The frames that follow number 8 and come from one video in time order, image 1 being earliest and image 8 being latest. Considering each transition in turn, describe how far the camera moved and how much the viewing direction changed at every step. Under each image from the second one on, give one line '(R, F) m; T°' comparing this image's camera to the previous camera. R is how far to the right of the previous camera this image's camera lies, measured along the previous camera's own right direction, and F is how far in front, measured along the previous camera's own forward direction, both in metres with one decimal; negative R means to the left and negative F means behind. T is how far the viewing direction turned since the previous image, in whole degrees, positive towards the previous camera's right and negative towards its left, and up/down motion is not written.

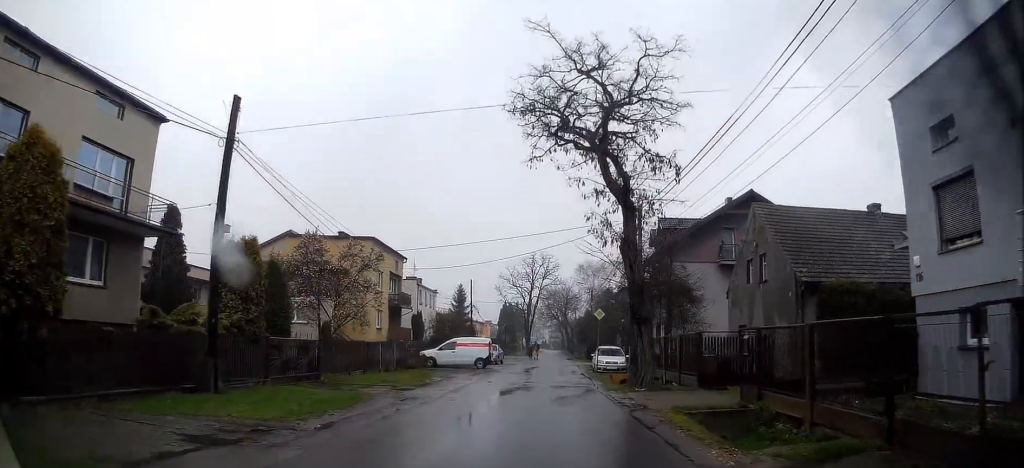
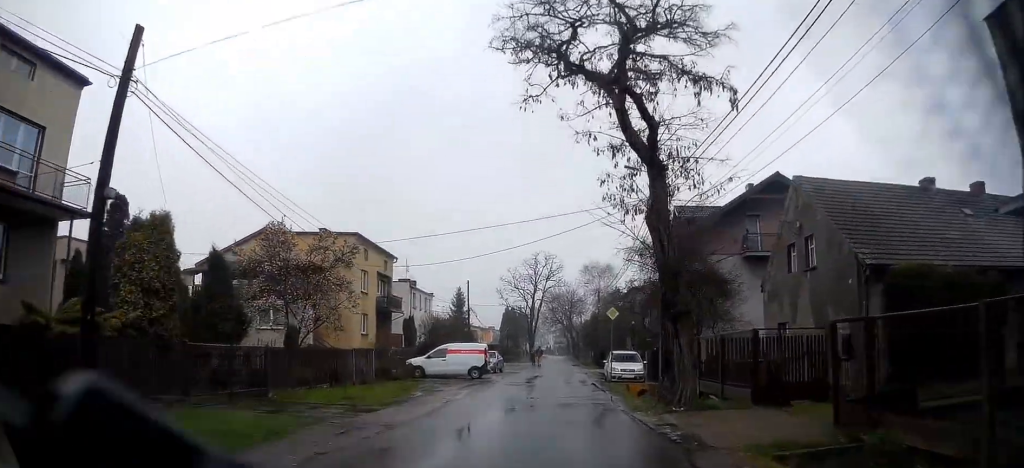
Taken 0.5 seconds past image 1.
(0.0, +4.5) m; -1°
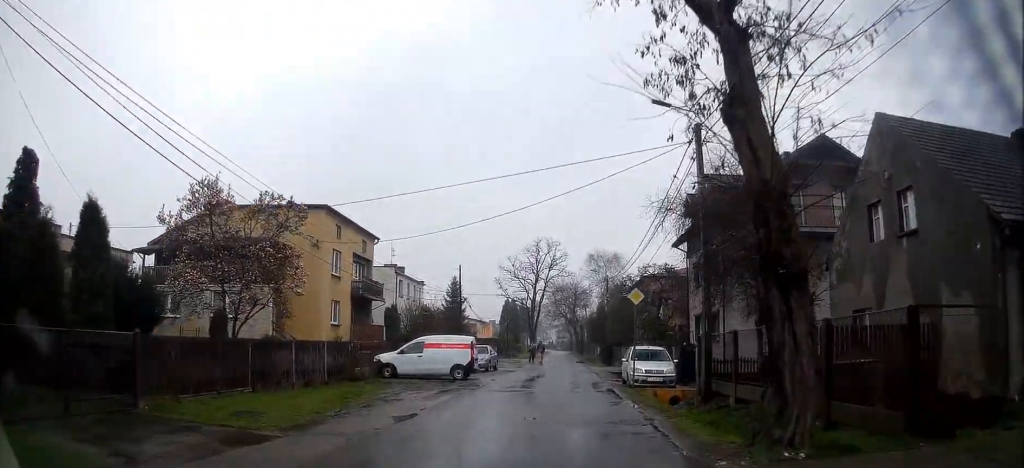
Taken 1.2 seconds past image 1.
(-0.1, +6.0) m; 0°
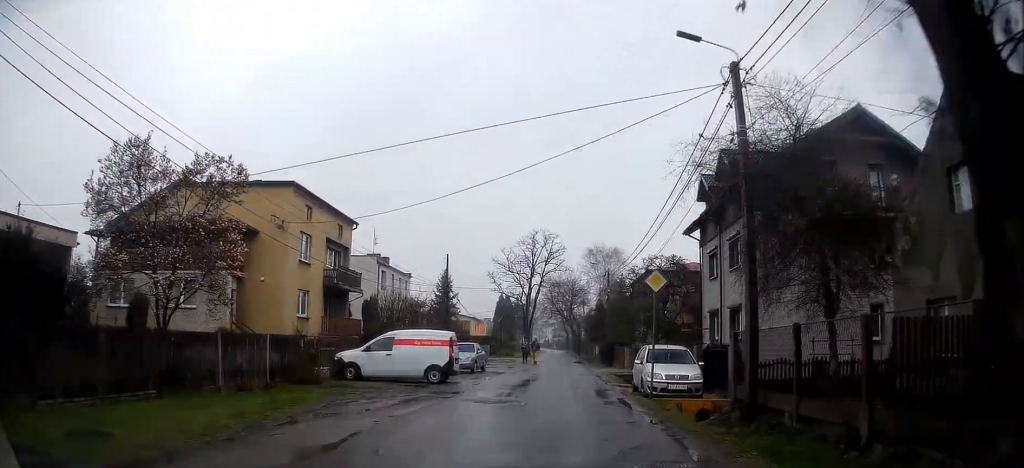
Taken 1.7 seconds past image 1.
(0.0, +4.2) m; +1°
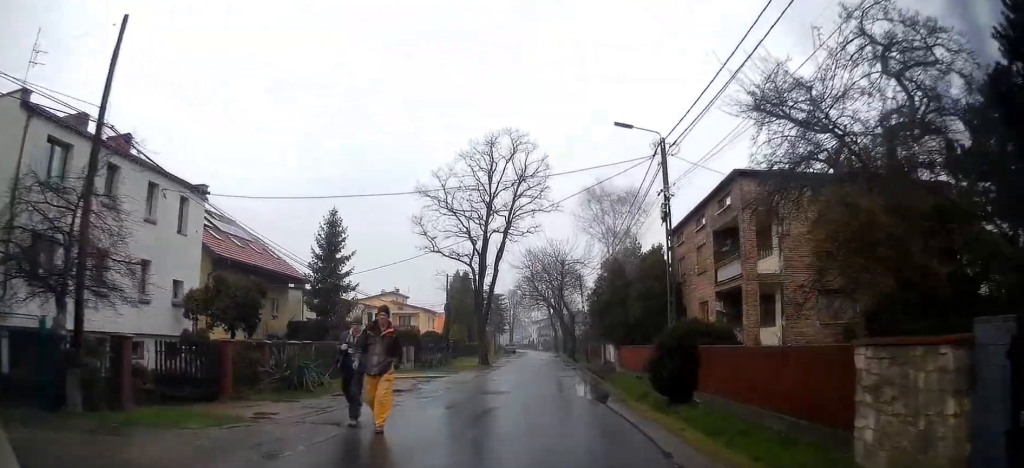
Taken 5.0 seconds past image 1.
(+0.5, +31.7) m; +1°
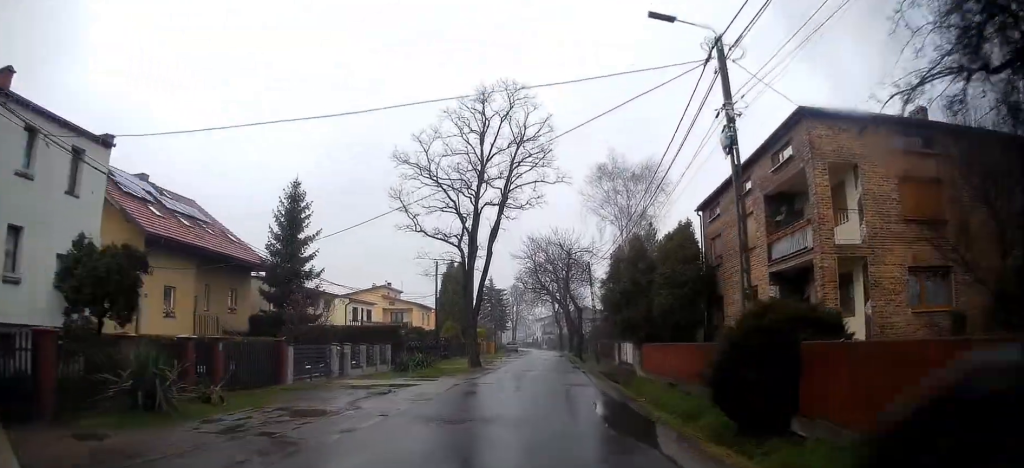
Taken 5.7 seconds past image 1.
(0.0, +6.8) m; 0°
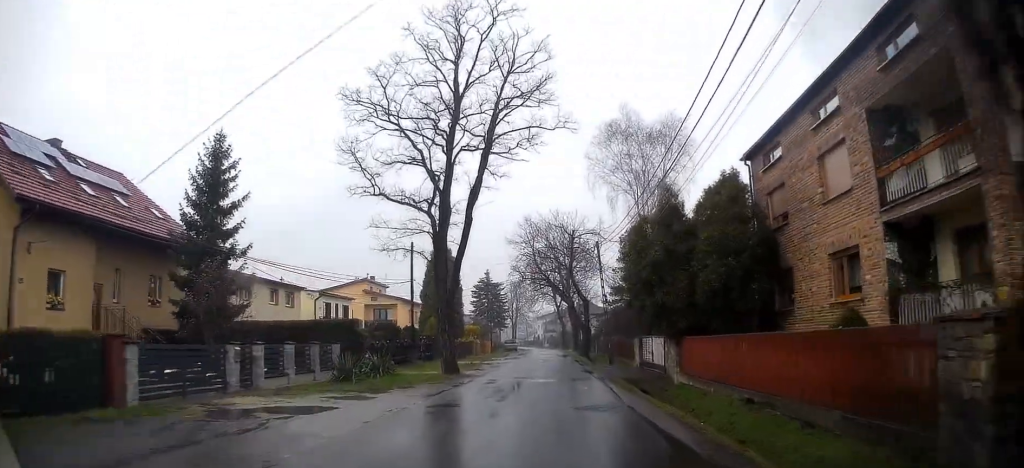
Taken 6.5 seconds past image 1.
(0.0, +8.2) m; -1°
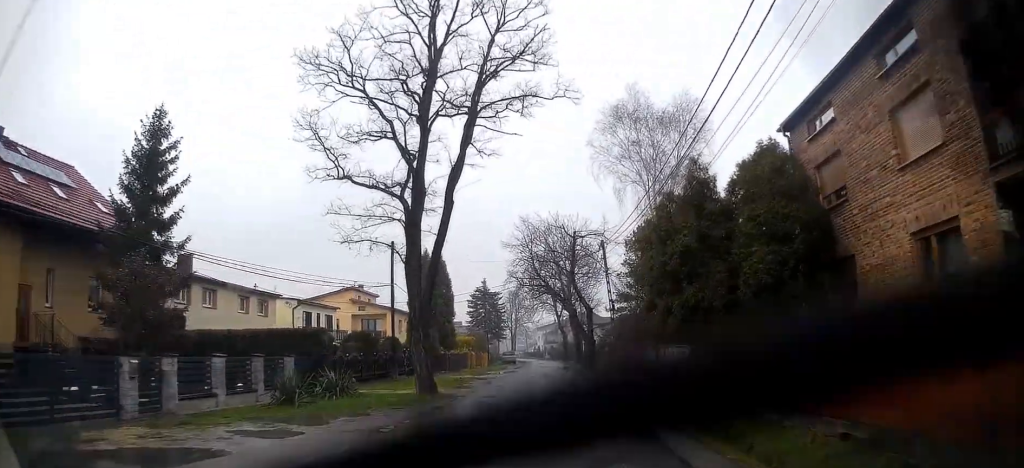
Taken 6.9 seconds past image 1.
(-0.1, +4.5) m; 0°
